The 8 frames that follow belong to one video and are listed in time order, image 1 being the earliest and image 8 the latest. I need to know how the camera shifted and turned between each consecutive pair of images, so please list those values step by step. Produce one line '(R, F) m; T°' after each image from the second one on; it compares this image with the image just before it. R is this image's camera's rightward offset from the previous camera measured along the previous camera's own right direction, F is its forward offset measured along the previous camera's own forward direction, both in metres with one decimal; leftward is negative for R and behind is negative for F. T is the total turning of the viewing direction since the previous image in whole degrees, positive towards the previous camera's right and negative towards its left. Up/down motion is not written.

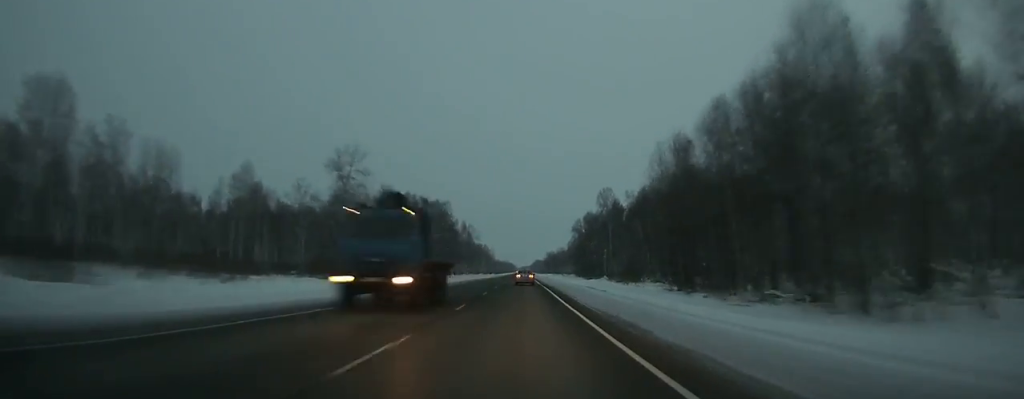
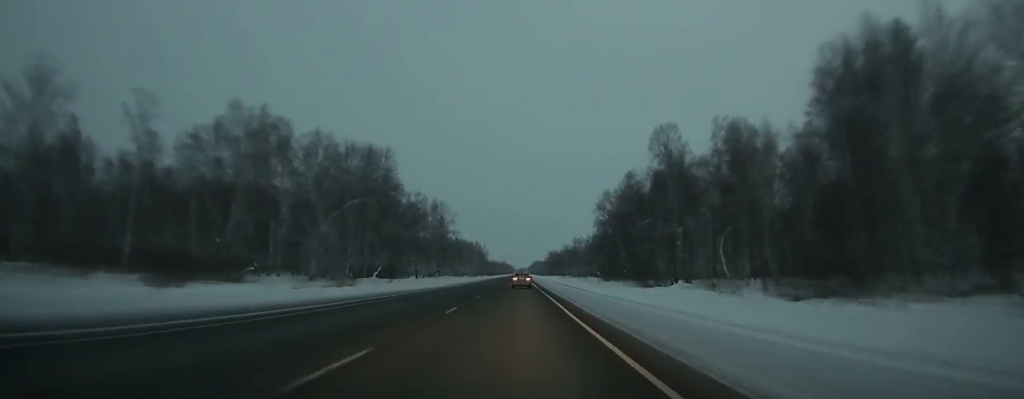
(0.0, +71.0) m; 0°
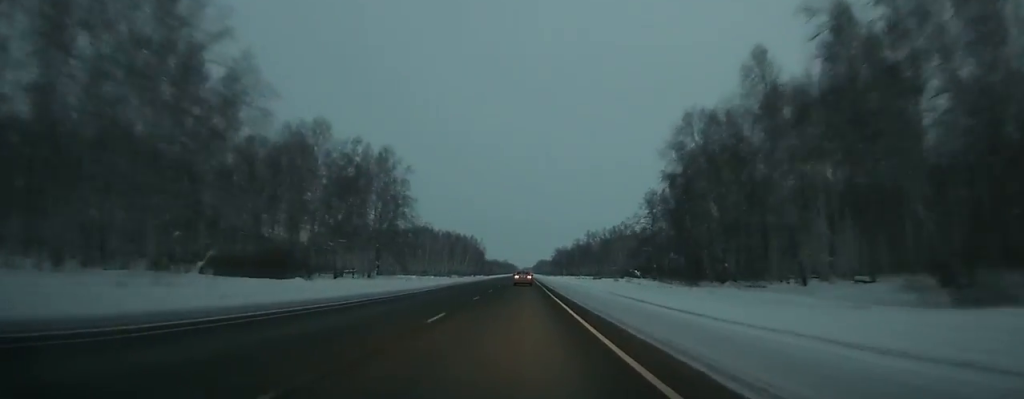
(-0.1, +62.2) m; 0°
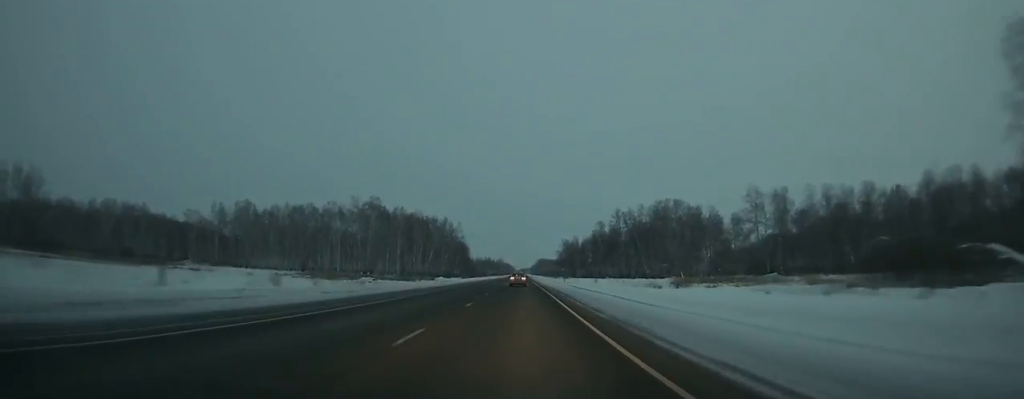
(-0.3, +112.1) m; 0°
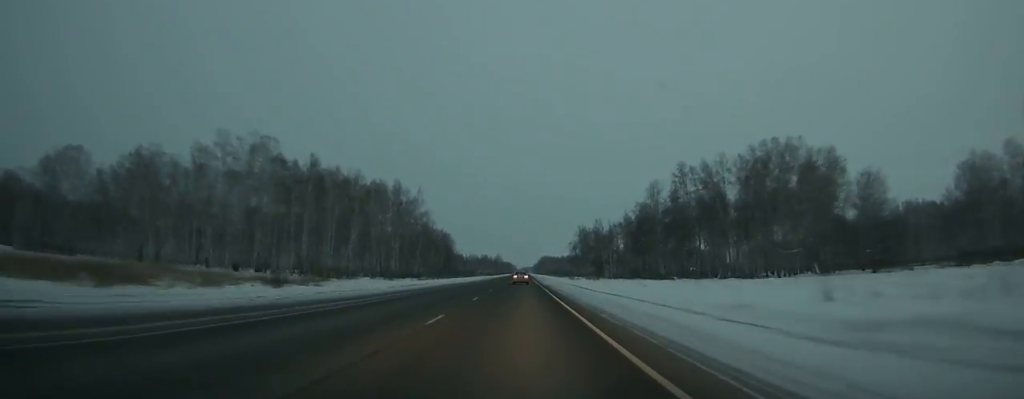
(-0.1, +92.8) m; 0°
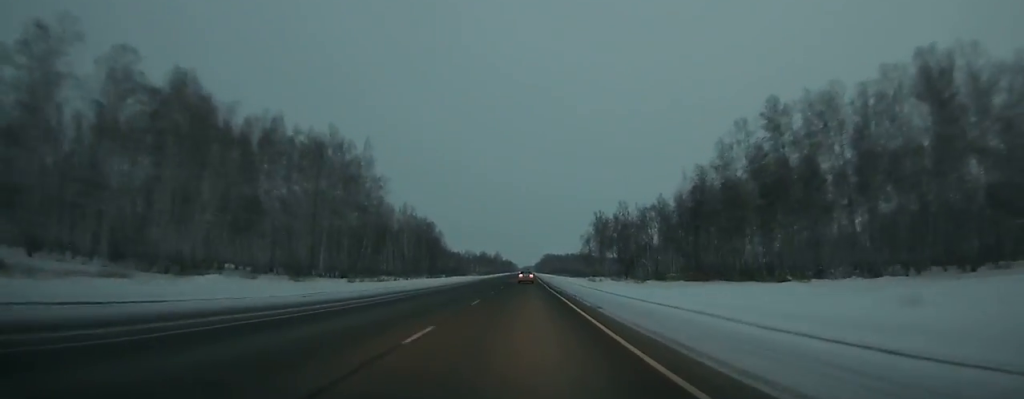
(+0.1, +50.4) m; 0°
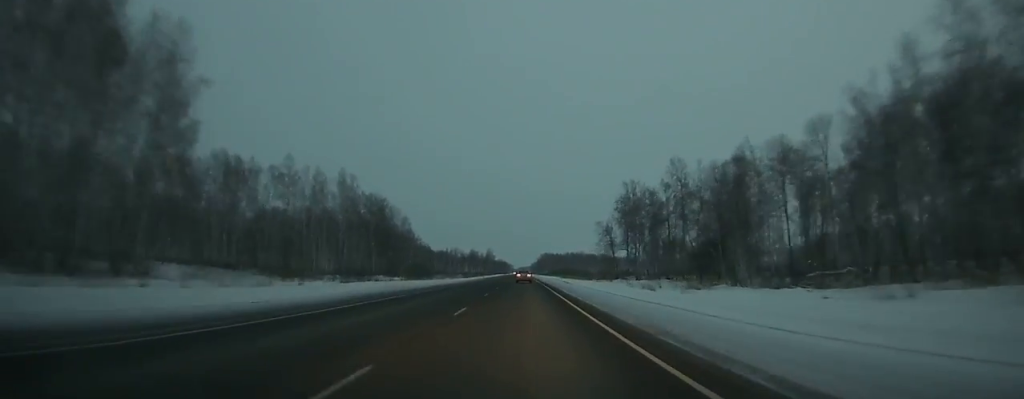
(+0.1, +66.4) m; 0°
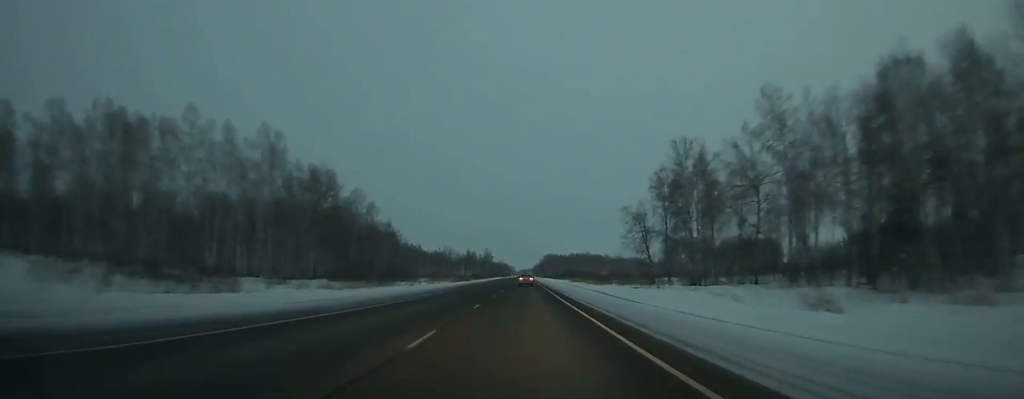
(+0.1, +42.6) m; 0°
